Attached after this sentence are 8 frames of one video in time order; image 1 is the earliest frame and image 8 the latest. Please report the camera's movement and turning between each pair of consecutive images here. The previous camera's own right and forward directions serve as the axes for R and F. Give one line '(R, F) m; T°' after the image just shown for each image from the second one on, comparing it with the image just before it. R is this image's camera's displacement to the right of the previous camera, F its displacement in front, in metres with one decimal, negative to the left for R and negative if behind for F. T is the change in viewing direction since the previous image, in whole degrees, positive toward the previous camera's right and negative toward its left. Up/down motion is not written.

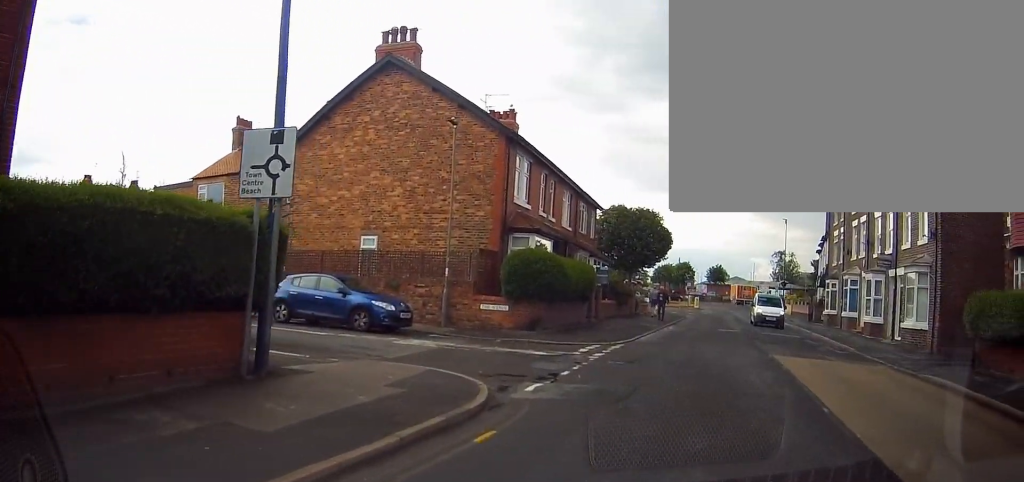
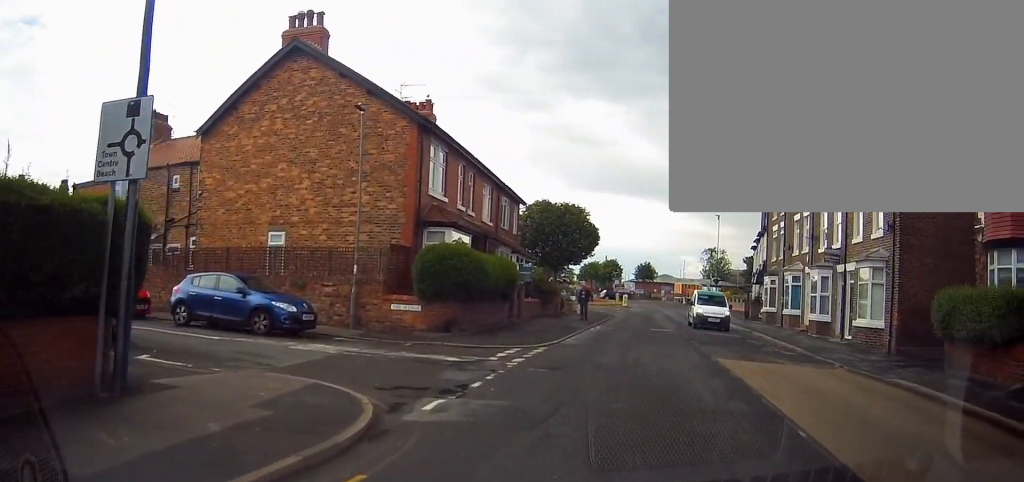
(0.0, +1.4) m; +7°
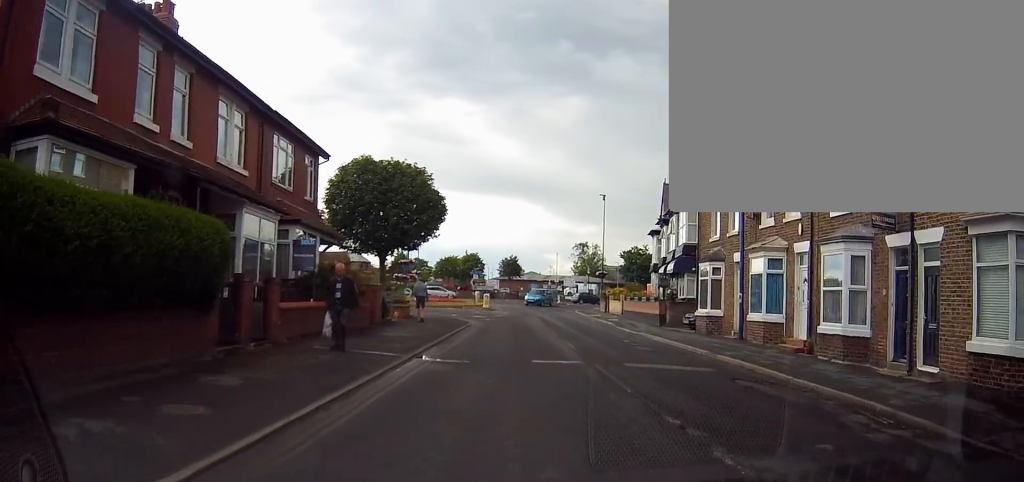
(+2.3, +12.5) m; +11°
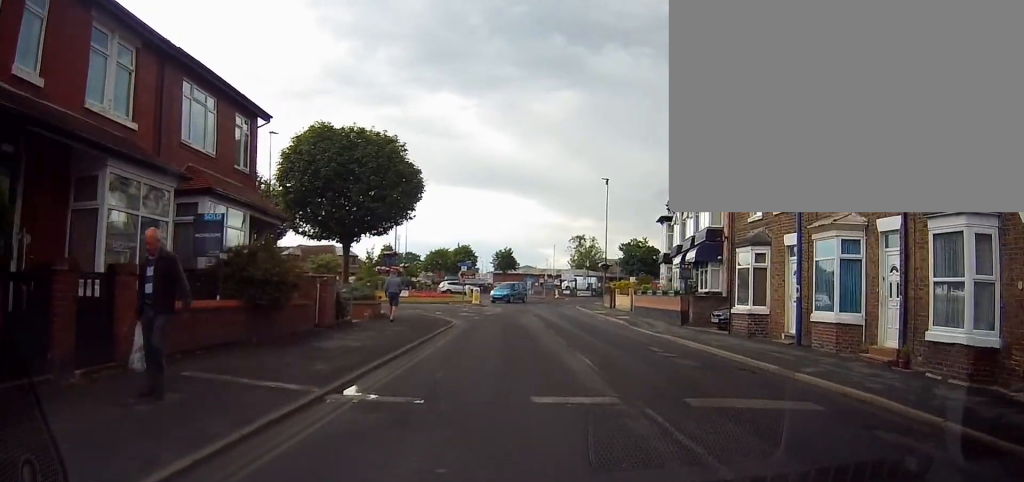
(0.0, +5.1) m; +1°
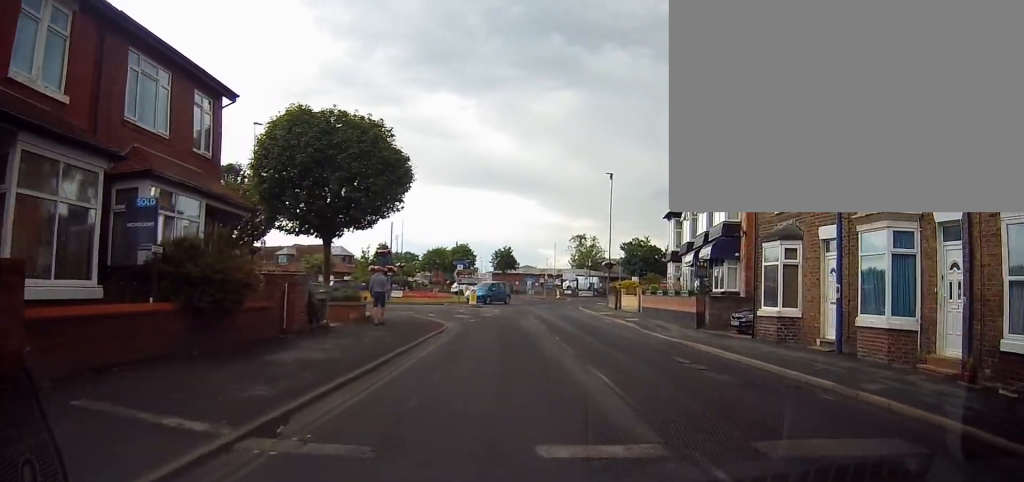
(-0.1, +2.4) m; +1°
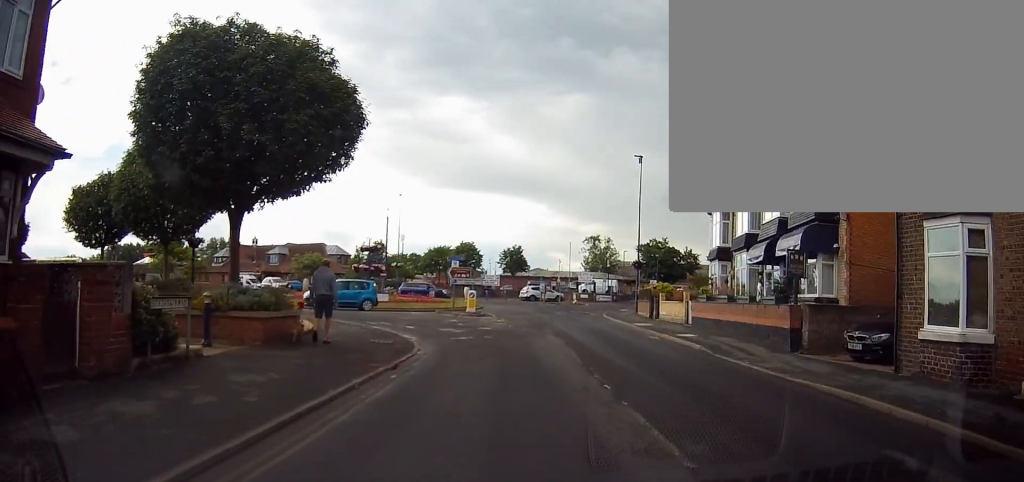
(+0.2, +8.4) m; 0°
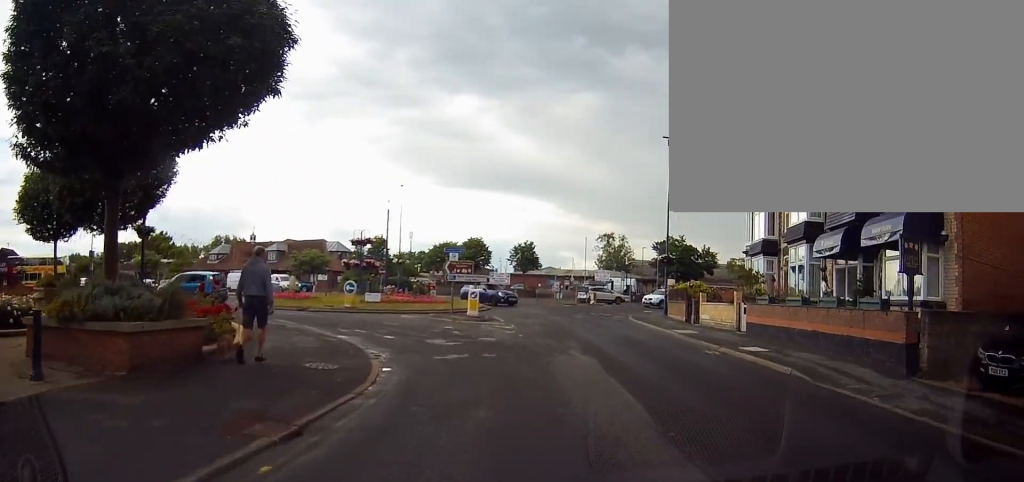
(-0.1, +5.6) m; -2°
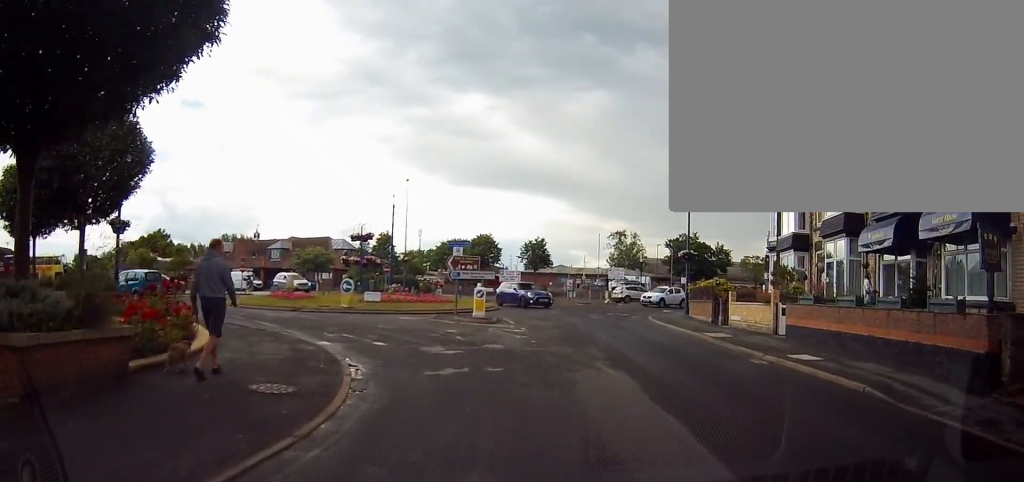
(+0.1, +2.6) m; -1°
